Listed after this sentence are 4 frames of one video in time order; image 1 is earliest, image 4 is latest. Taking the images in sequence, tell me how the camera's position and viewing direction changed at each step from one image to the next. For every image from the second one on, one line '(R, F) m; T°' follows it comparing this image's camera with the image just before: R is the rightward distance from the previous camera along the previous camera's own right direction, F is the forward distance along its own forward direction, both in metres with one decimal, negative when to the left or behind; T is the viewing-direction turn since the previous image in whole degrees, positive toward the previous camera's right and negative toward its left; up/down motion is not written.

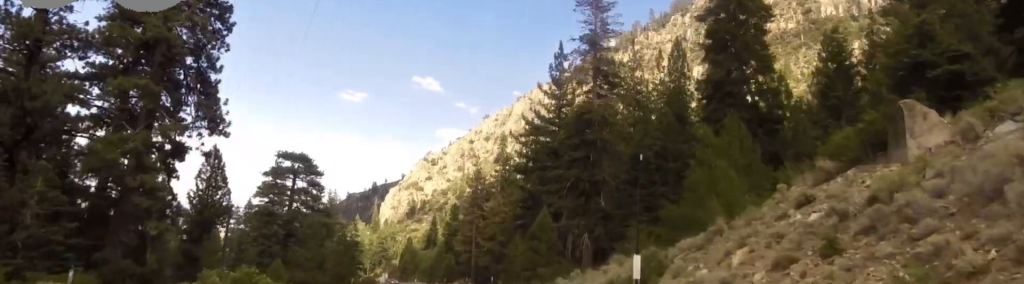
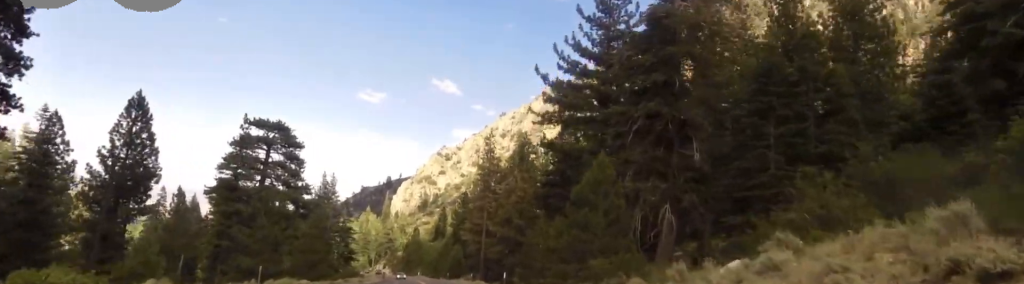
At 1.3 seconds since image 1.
(+0.2, +24.3) m; 0°
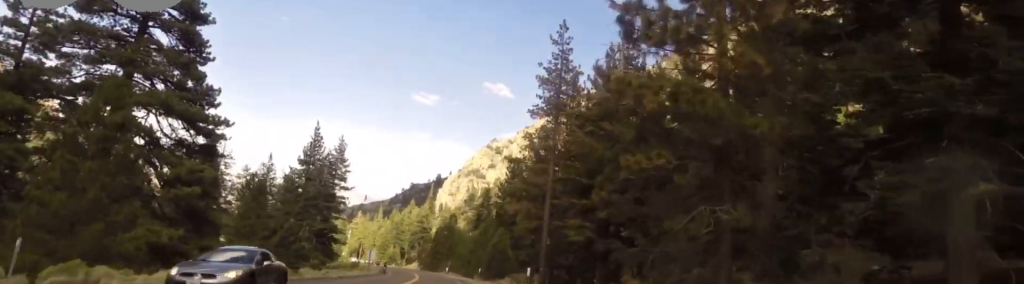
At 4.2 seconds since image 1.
(-3.3, +54.6) m; -5°
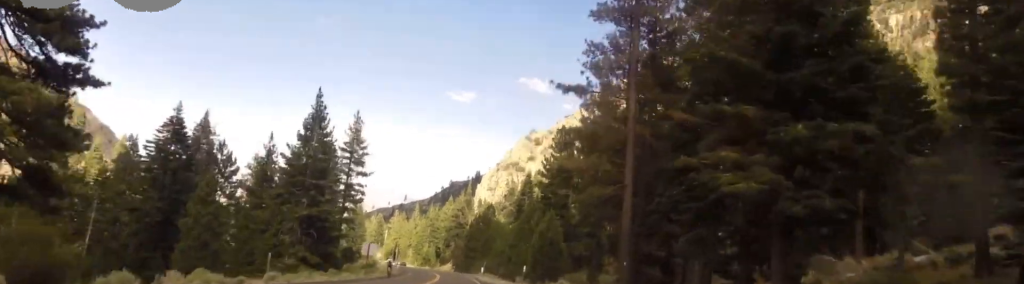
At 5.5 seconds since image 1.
(-0.8, +24.2) m; -4°
